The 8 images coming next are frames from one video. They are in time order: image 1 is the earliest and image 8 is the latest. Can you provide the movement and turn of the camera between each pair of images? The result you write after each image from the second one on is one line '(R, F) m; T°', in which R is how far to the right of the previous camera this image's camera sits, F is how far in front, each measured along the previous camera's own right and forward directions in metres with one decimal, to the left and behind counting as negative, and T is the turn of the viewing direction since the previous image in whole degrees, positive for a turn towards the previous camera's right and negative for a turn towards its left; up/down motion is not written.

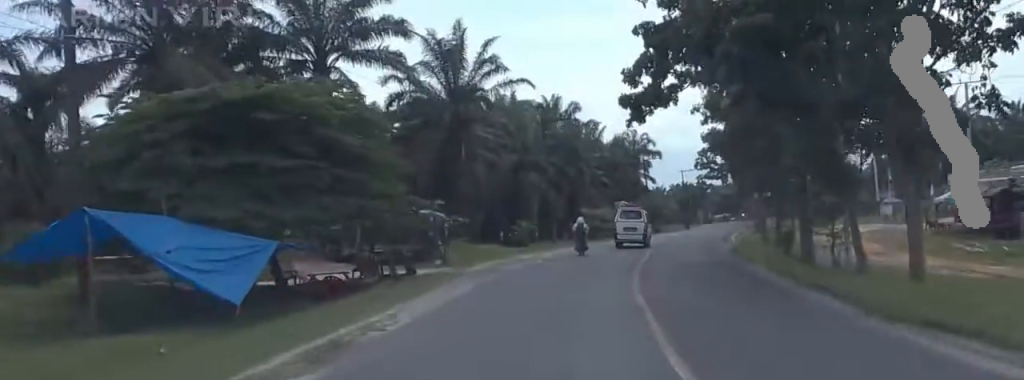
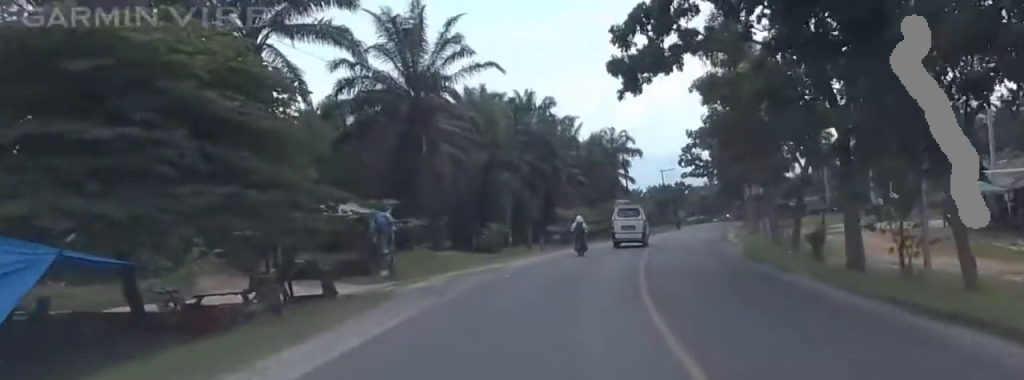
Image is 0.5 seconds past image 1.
(0.0, +7.5) m; 0°
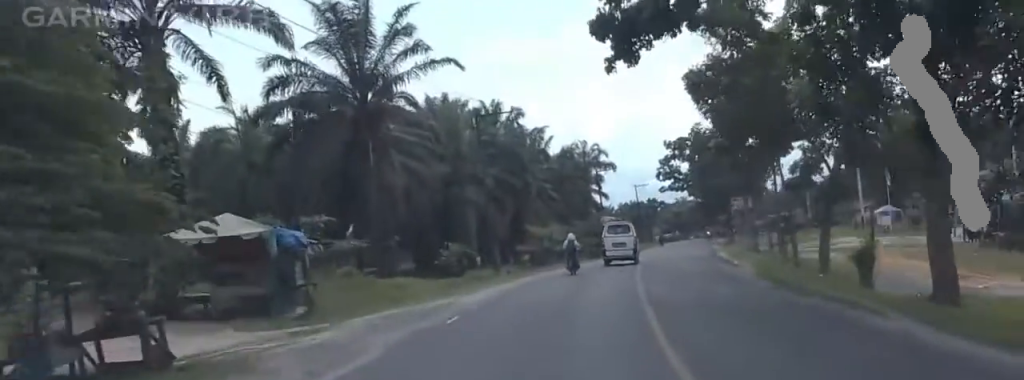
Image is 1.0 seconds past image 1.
(0.0, +7.4) m; 0°
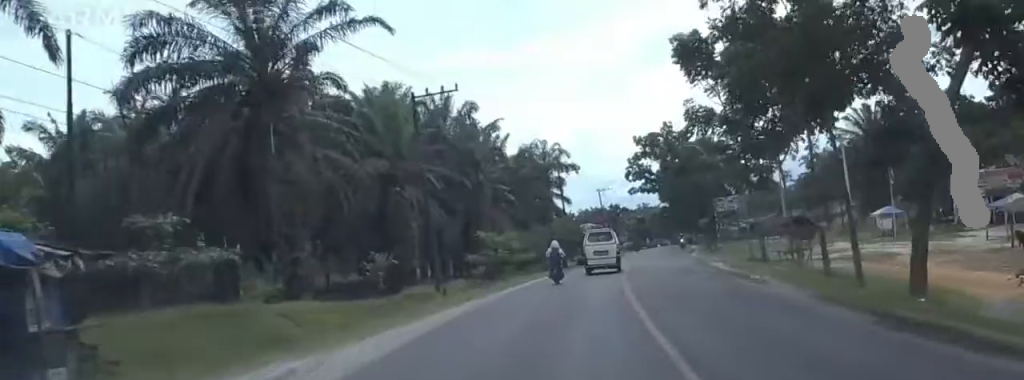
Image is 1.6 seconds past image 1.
(-0.1, +10.4) m; +1°
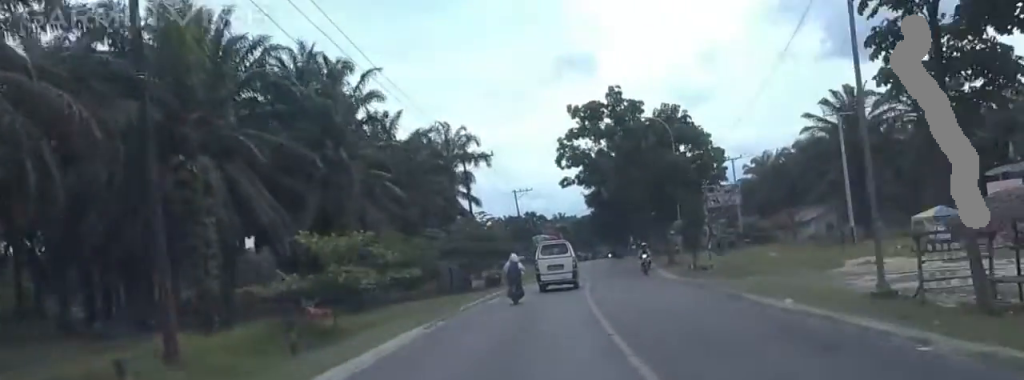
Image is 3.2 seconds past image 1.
(+1.5, +23.8) m; +8°
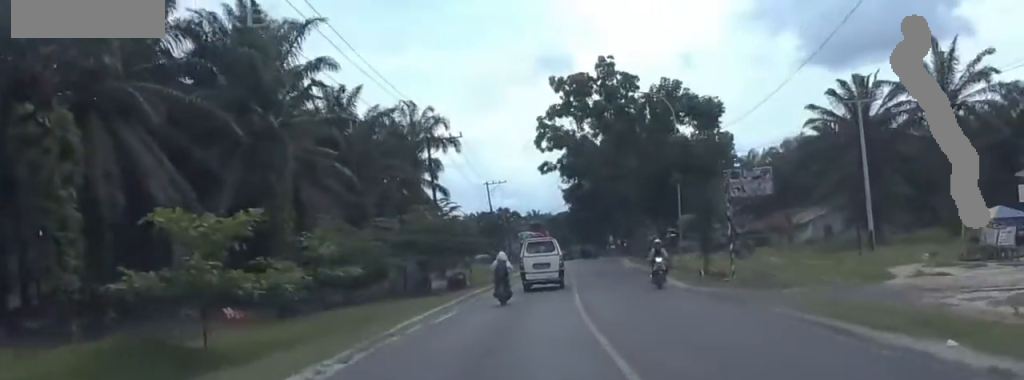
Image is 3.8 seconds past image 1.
(+0.2, +9.0) m; +3°
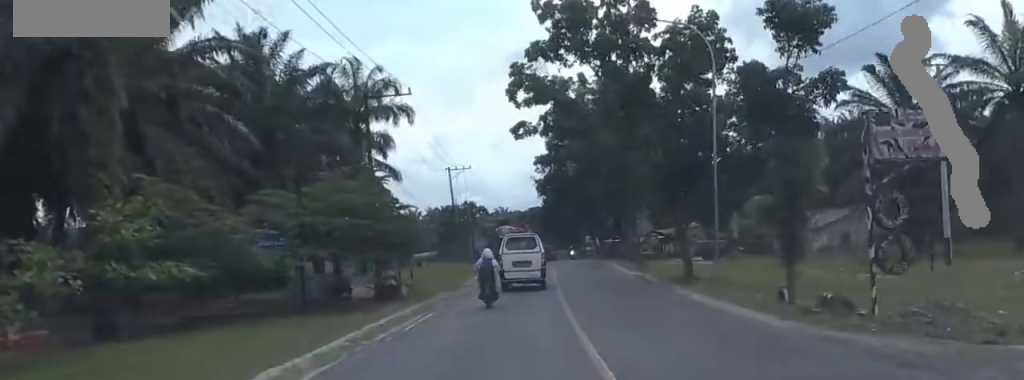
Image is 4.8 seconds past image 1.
(+0.4, +14.6) m; -5°
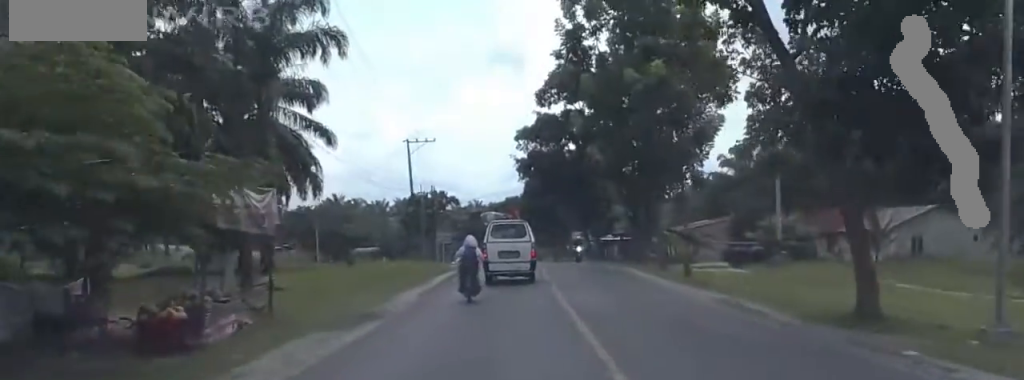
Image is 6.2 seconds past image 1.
(-1.0, +19.8) m; +2°
